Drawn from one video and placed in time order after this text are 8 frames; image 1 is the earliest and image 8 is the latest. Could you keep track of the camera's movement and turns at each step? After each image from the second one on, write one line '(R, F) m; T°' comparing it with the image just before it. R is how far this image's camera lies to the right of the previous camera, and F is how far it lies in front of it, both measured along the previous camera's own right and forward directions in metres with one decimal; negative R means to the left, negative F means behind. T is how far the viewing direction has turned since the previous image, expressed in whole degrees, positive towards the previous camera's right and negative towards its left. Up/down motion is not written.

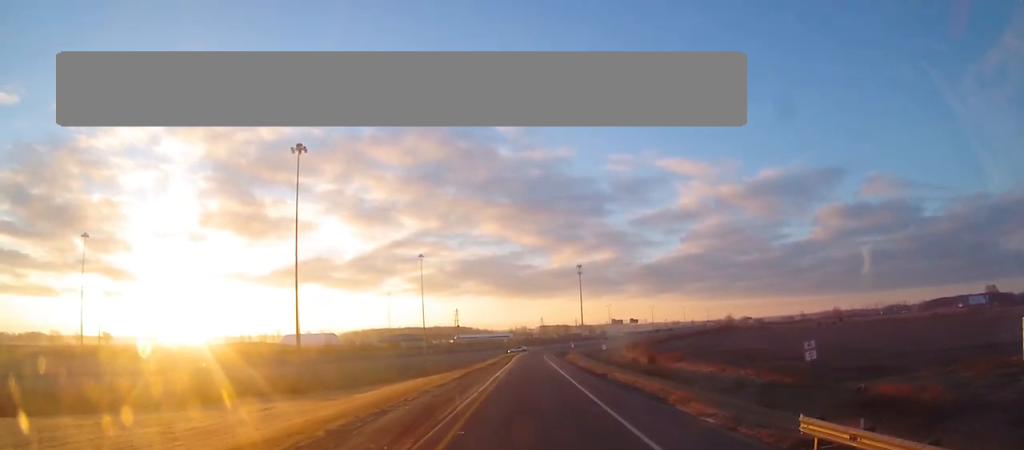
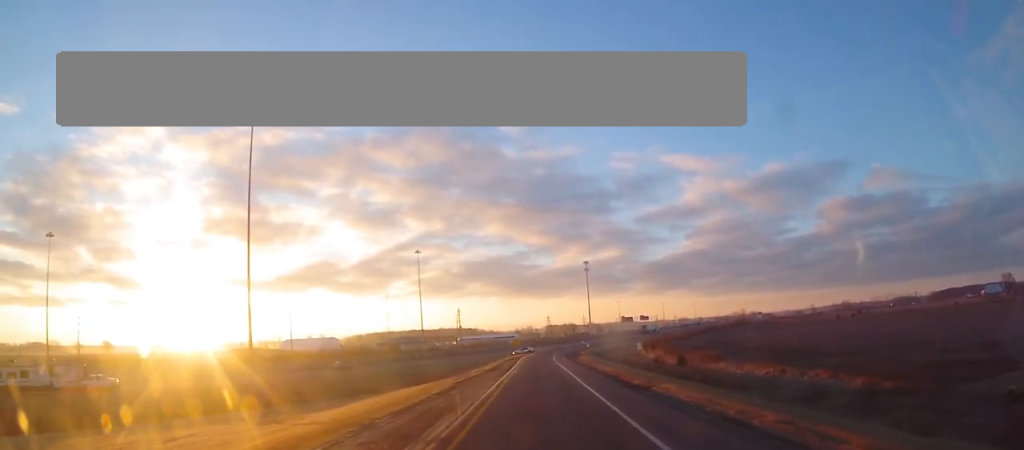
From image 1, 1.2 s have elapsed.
(+0.3, +14.4) m; +2°
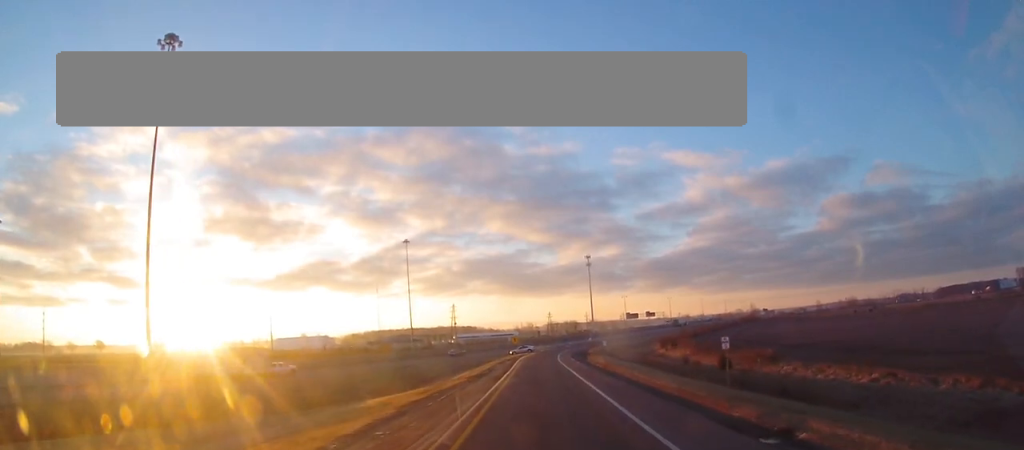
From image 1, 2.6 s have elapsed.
(0.0, +17.1) m; 0°
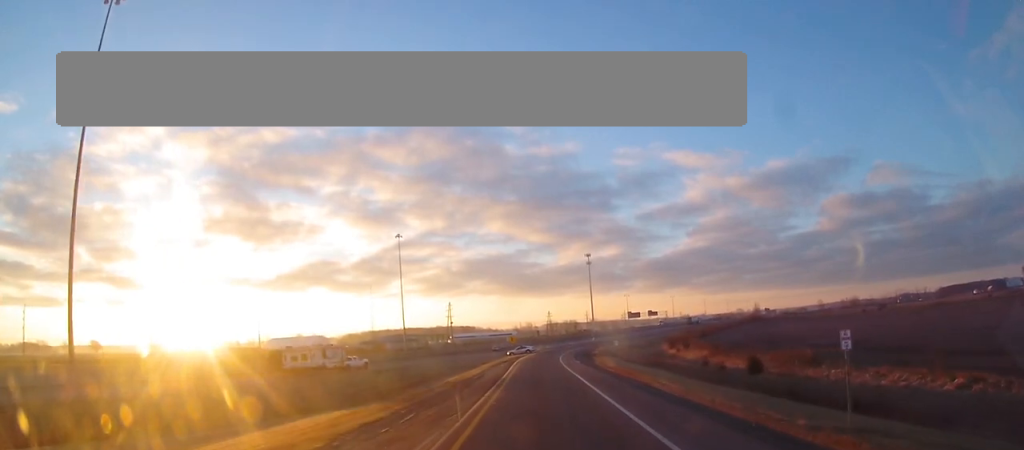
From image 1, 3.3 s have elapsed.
(-0.1, +8.5) m; +1°
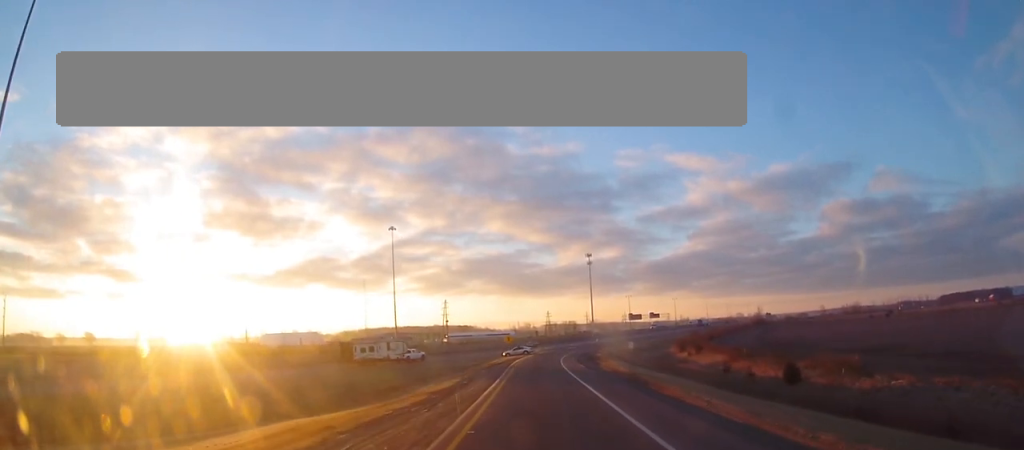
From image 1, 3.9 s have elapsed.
(+0.2, +8.1) m; 0°
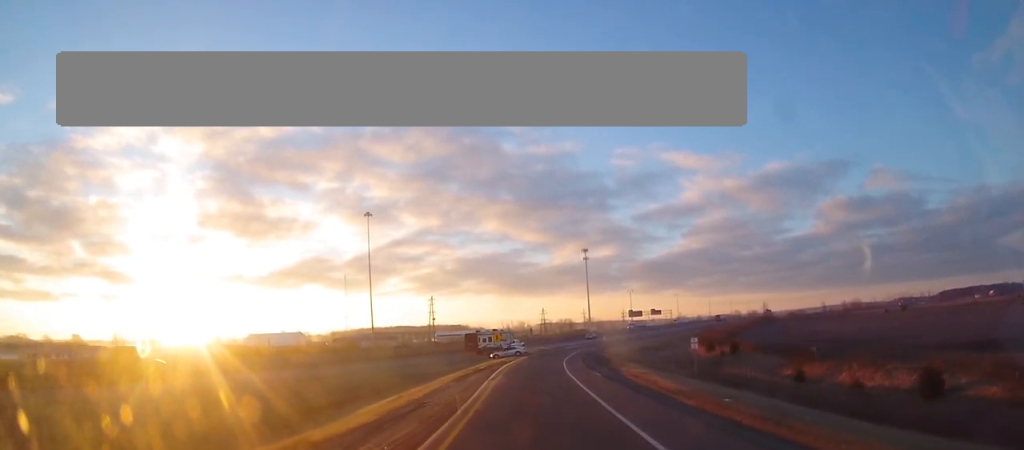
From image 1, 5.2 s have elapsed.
(-0.2, +17.2) m; -1°
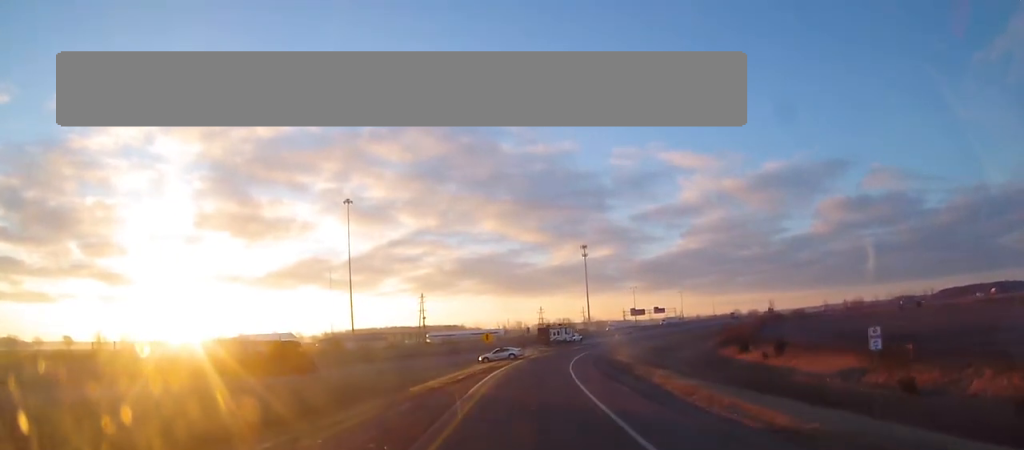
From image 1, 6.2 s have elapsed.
(+0.1, +13.8) m; +1°
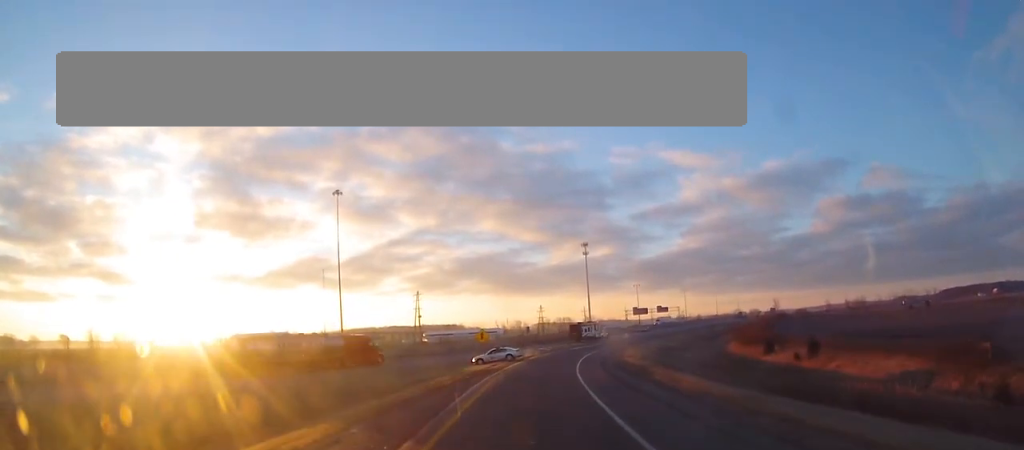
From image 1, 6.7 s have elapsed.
(0.0, +6.9) m; 0°
